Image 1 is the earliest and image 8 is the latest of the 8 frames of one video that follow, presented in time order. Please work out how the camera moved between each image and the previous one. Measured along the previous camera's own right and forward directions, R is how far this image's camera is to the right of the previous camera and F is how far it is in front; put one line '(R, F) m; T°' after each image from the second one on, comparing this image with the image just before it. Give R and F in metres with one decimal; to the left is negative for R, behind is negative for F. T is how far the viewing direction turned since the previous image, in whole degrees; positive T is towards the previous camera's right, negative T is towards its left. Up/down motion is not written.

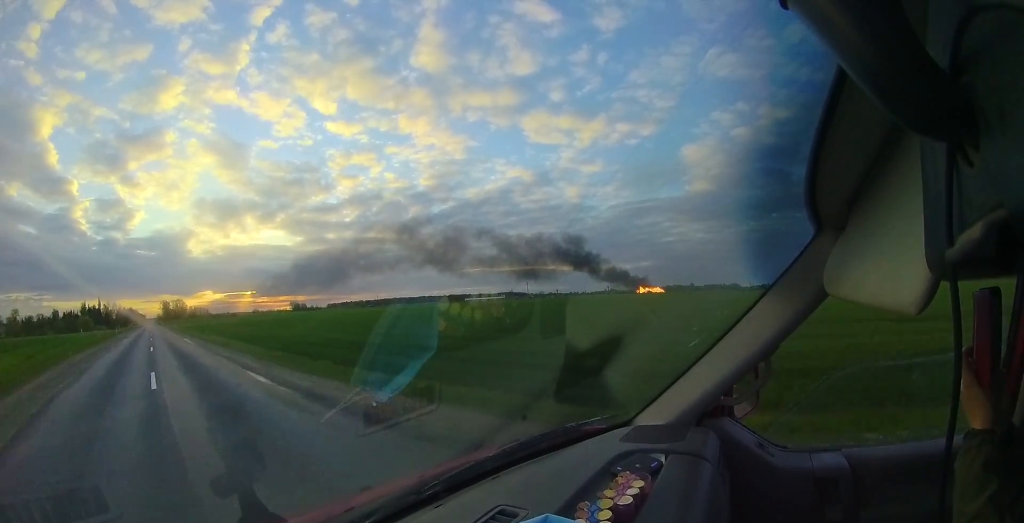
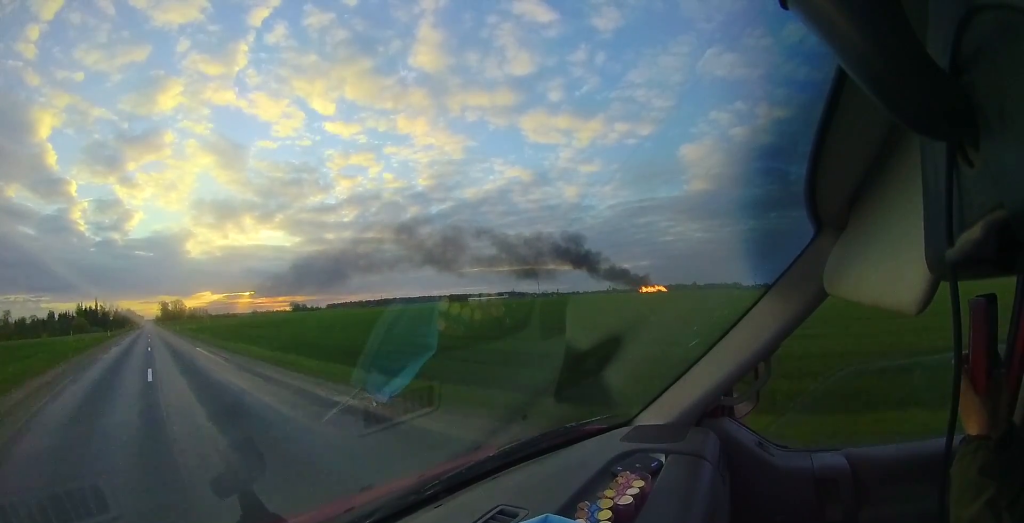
(0.0, +10.2) m; 0°
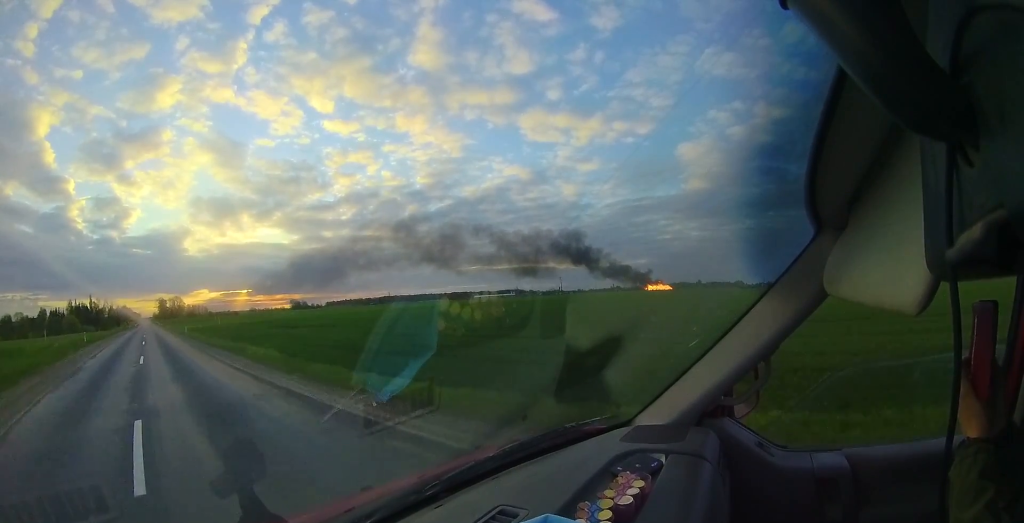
(+0.2, +19.5) m; 0°
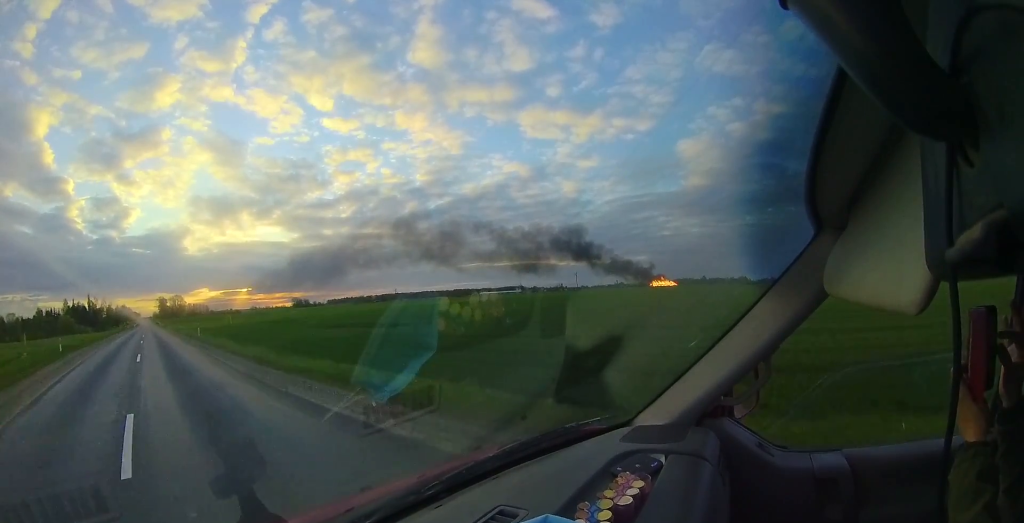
(0.0, +11.7) m; -1°
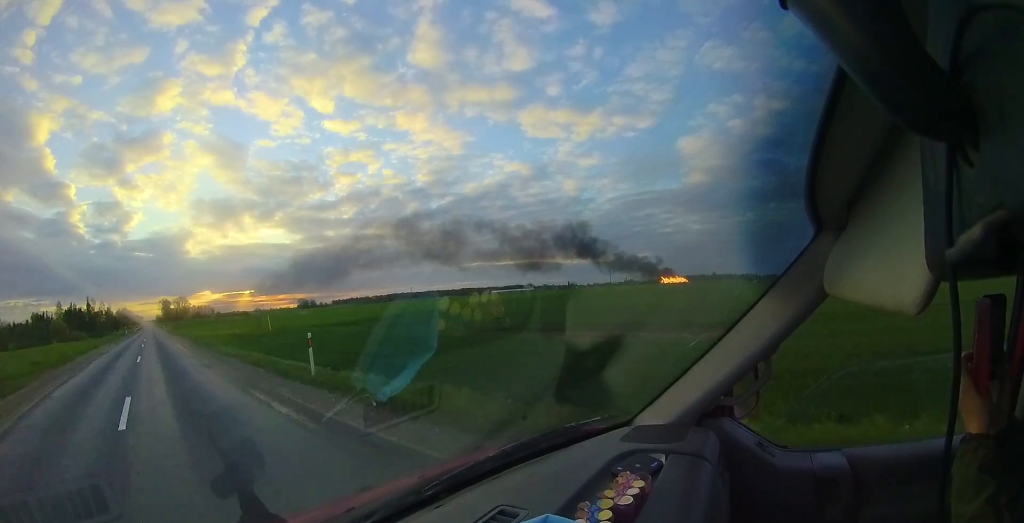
(-0.4, +22.0) m; -1°
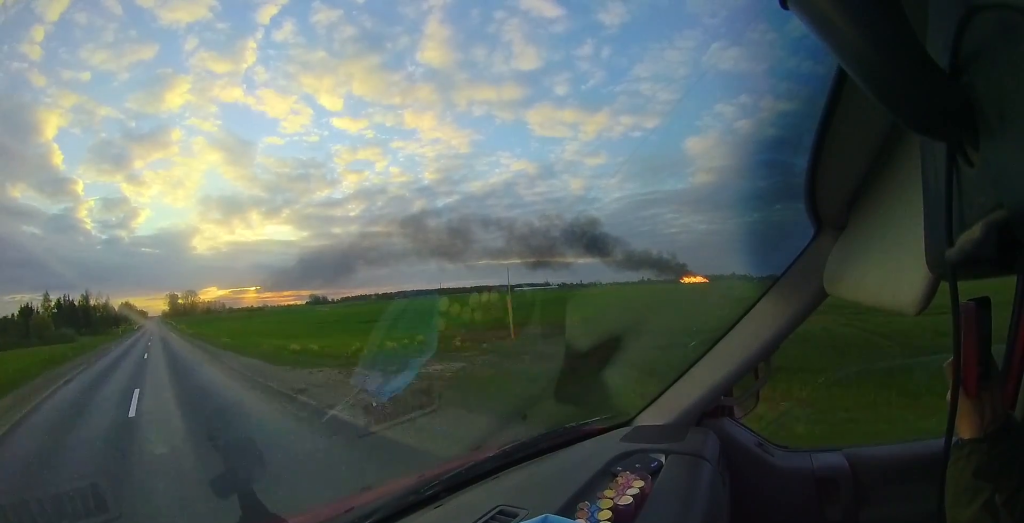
(+1.1, +35.7) m; 0°
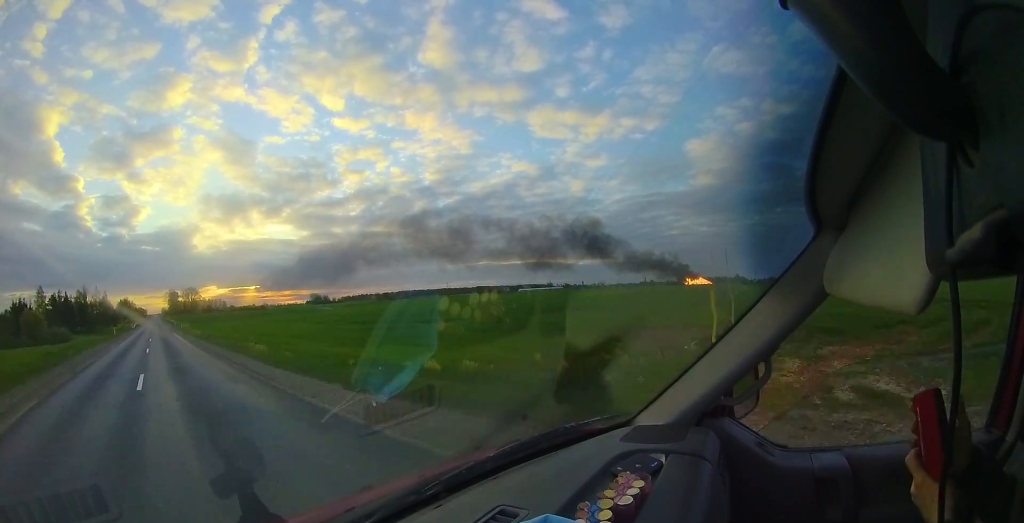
(-0.6, +9.5) m; -2°
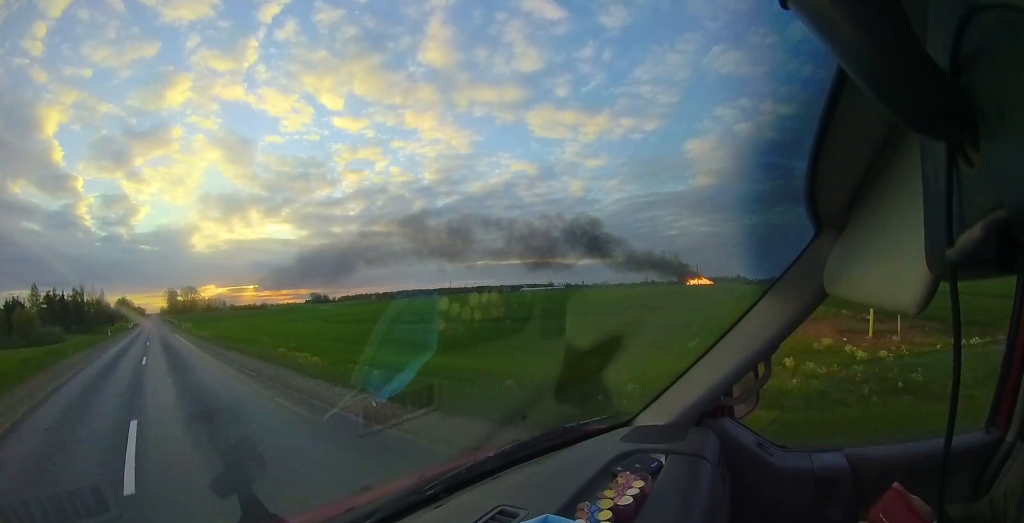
(-0.2, +6.6) m; -1°
